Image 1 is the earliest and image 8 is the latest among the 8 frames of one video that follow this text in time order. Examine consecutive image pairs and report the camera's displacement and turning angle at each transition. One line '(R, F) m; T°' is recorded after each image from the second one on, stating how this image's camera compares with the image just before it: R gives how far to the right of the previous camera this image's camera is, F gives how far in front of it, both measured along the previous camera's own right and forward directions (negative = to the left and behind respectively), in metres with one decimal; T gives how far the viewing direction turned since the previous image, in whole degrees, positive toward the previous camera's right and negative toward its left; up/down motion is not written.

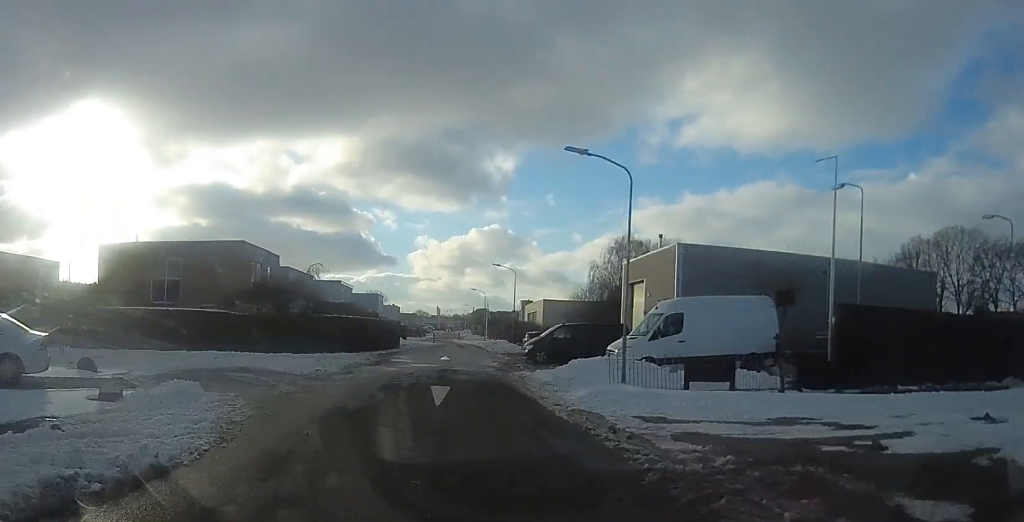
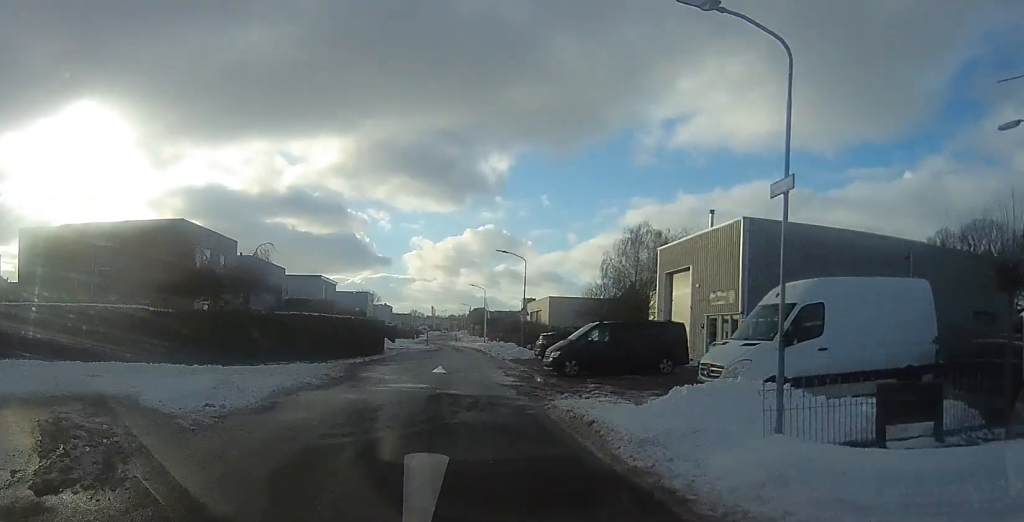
(+0.8, +7.6) m; +5°
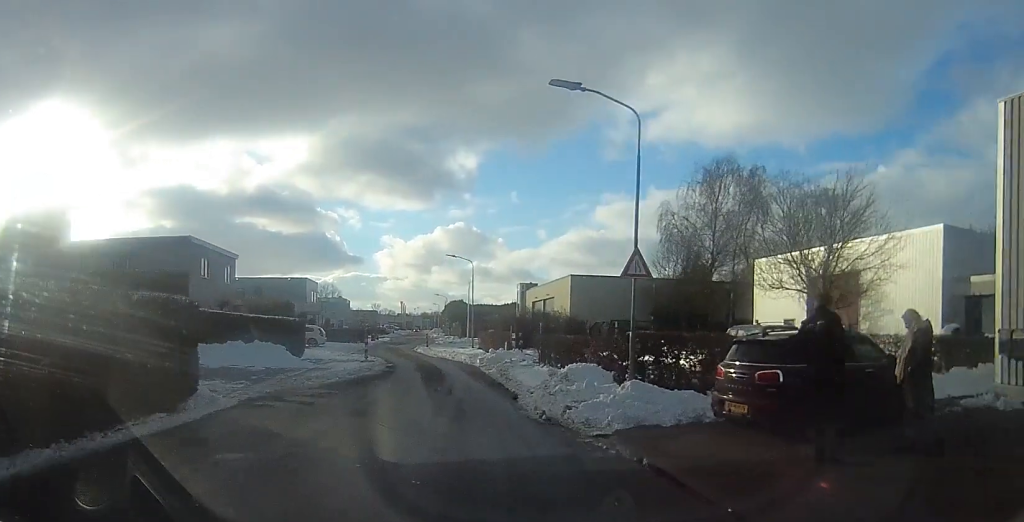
(-2.8, +23.8) m; -6°
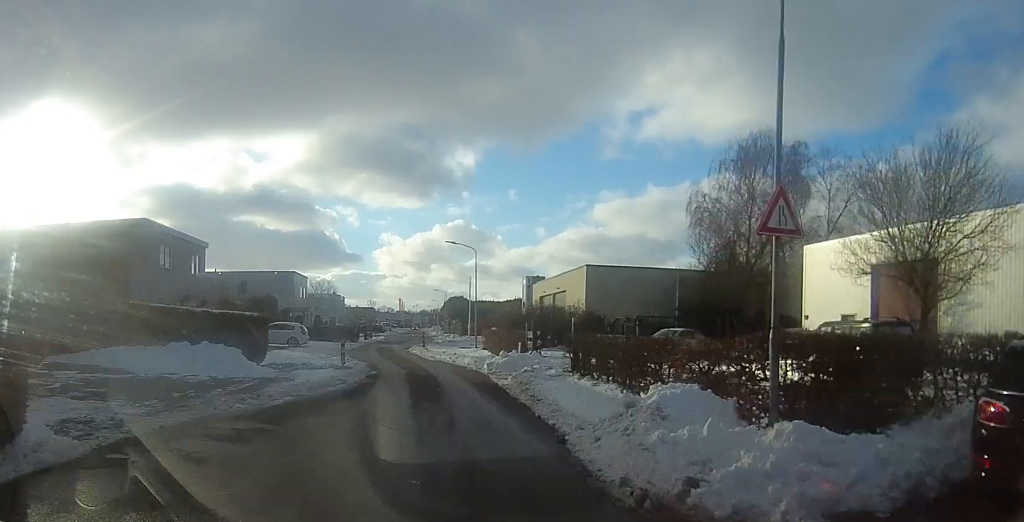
(+0.6, +5.2) m; +2°
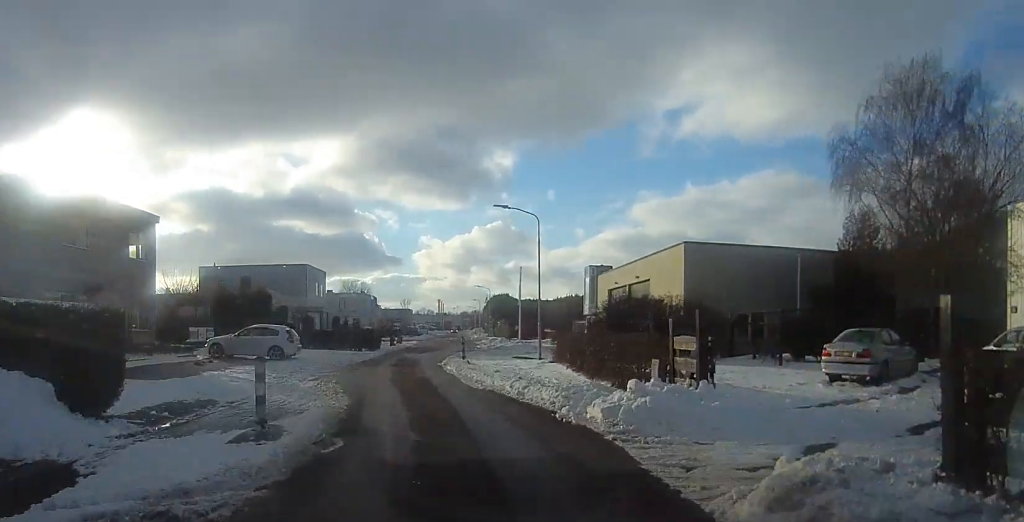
(-0.7, +10.9) m; -4°
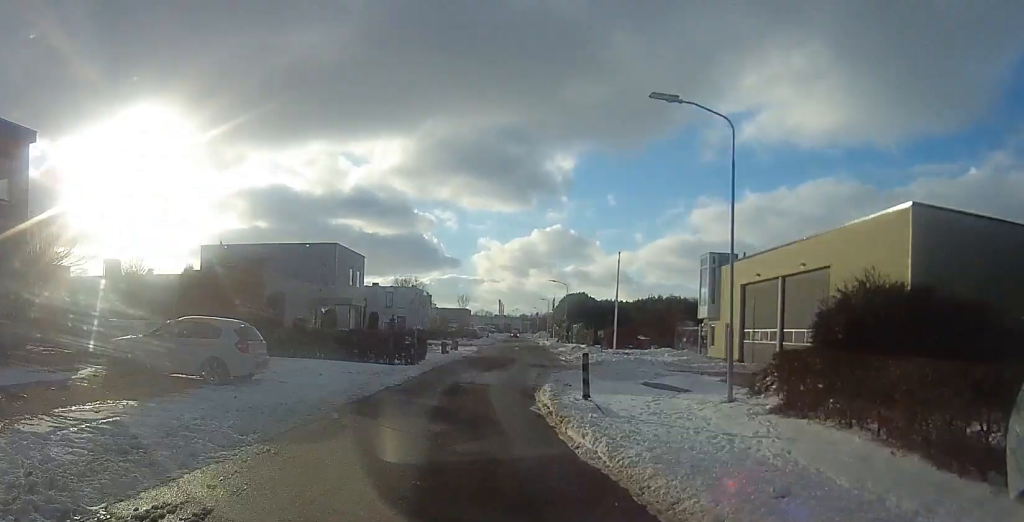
(-0.4, +12.3) m; -4°
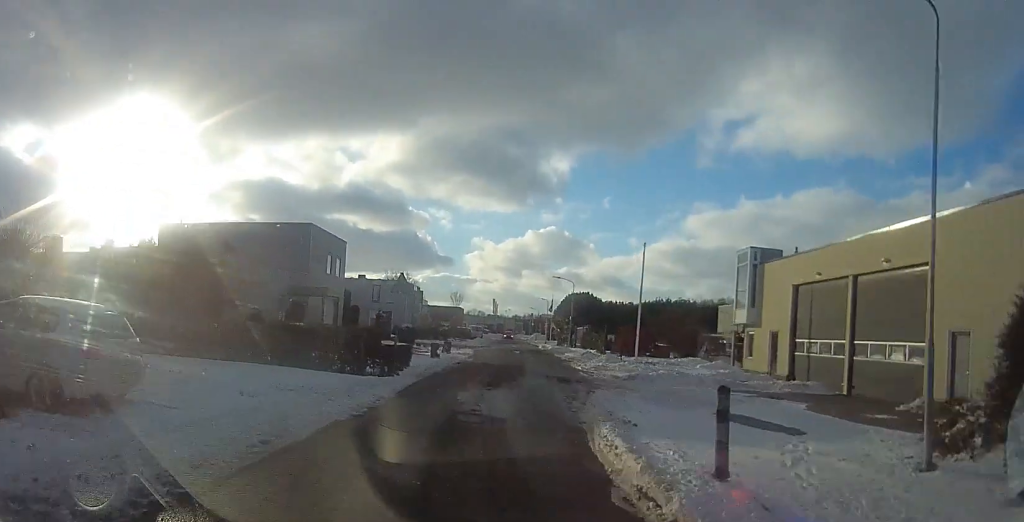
(-0.6, +5.7) m; +2°
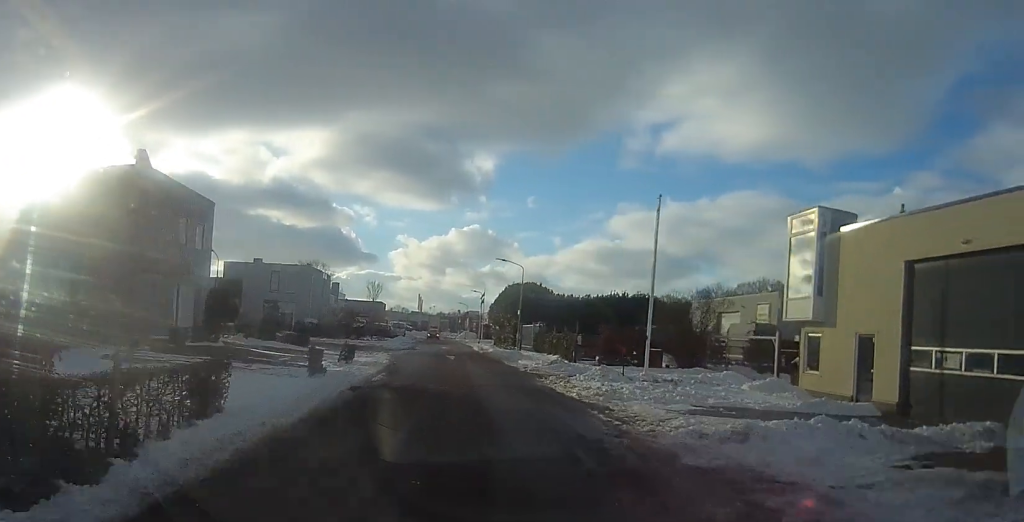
(+1.3, +11.3) m; +9°
